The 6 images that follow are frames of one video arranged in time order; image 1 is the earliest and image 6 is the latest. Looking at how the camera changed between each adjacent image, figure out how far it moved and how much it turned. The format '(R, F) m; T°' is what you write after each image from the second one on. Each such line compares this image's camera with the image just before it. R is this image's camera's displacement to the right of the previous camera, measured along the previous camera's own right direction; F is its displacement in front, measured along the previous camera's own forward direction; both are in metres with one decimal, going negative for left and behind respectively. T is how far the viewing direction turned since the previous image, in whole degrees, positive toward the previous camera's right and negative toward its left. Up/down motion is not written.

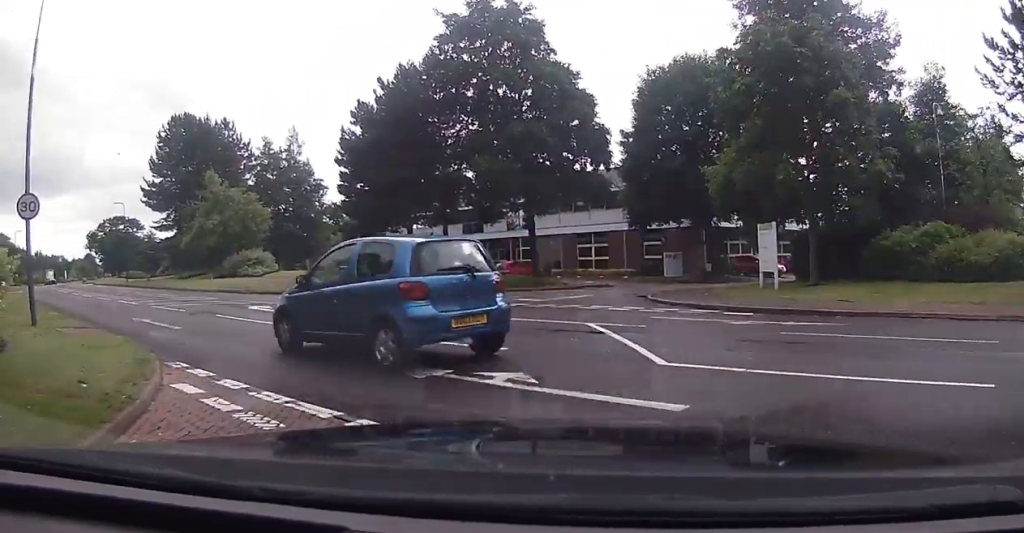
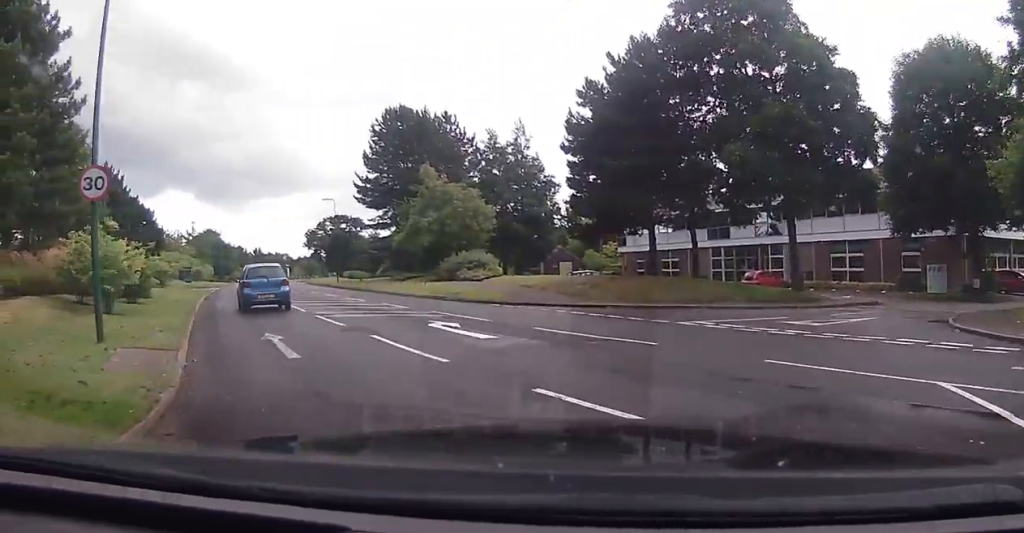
(-0.9, +4.9) m; -18°
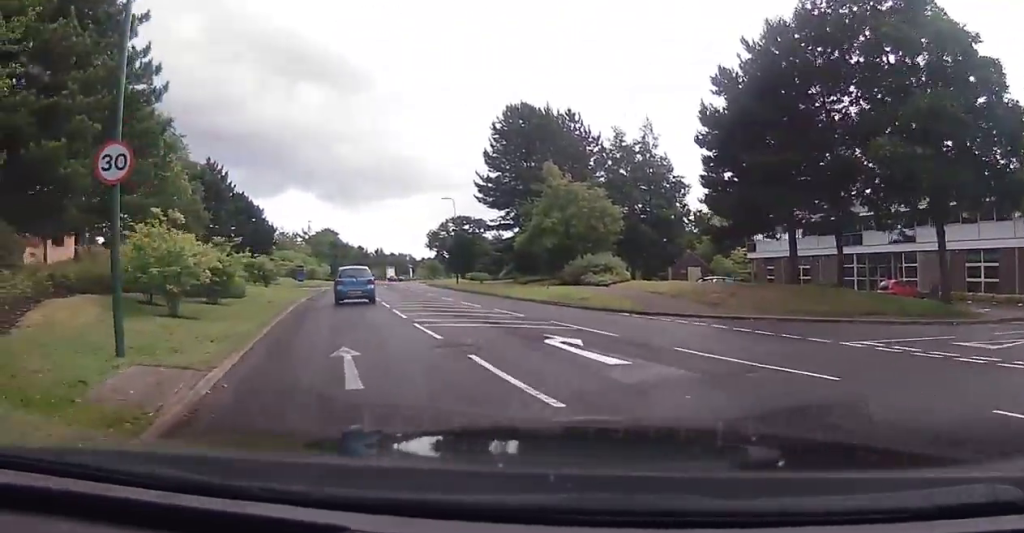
(-0.2, +2.7) m; 0°
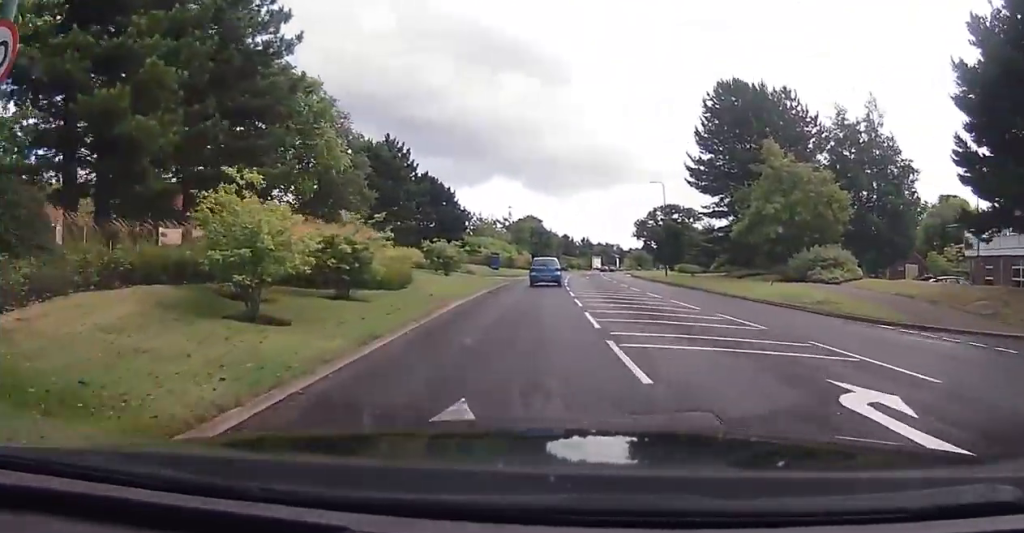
(-0.2, +4.8) m; -2°
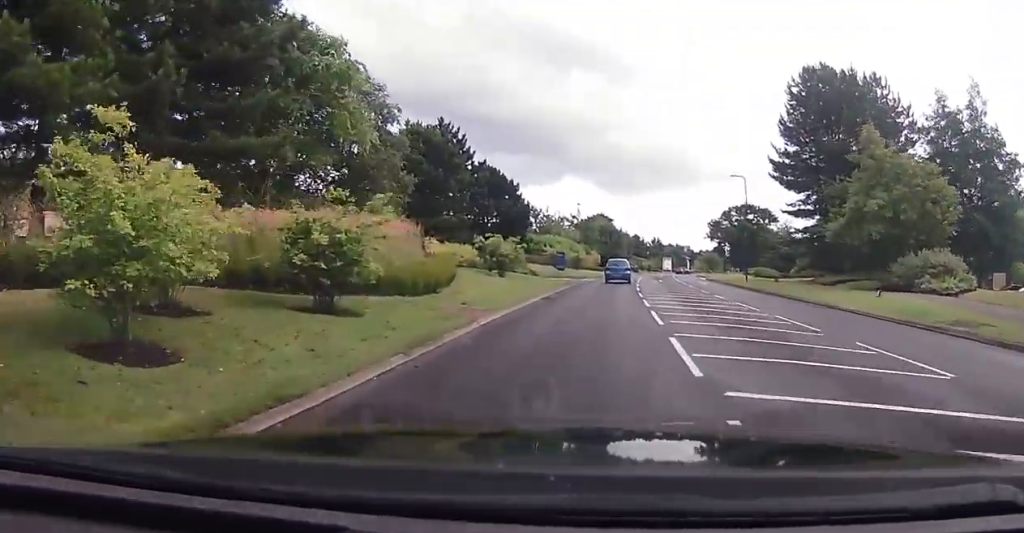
(+0.9, +4.2) m; -19°
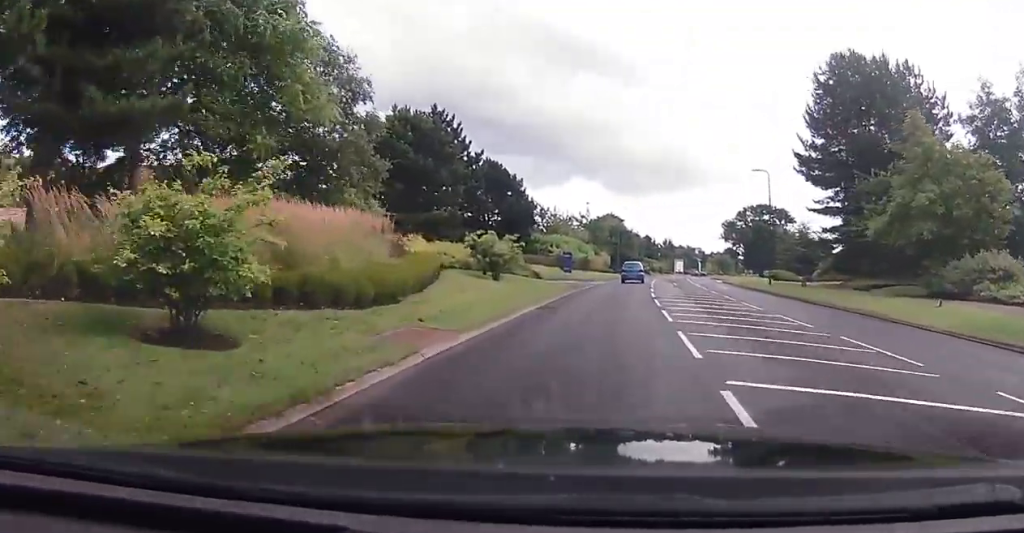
(-1.3, +4.5) m; -9°
